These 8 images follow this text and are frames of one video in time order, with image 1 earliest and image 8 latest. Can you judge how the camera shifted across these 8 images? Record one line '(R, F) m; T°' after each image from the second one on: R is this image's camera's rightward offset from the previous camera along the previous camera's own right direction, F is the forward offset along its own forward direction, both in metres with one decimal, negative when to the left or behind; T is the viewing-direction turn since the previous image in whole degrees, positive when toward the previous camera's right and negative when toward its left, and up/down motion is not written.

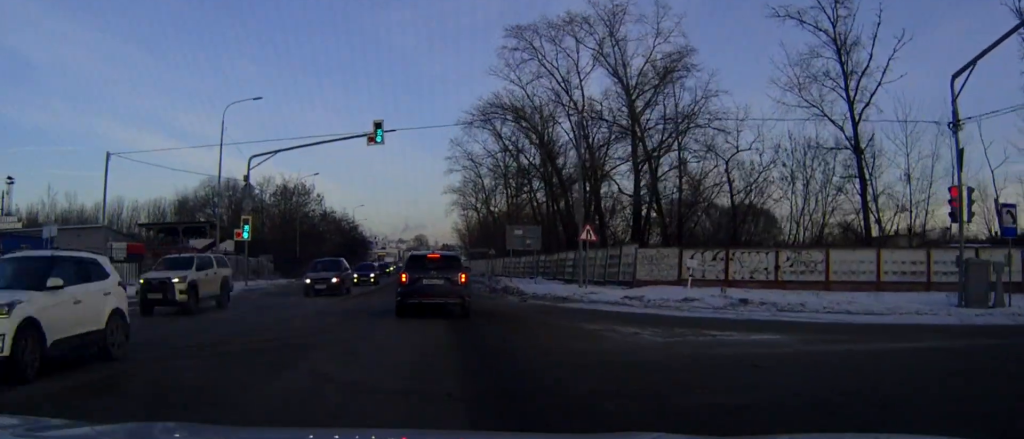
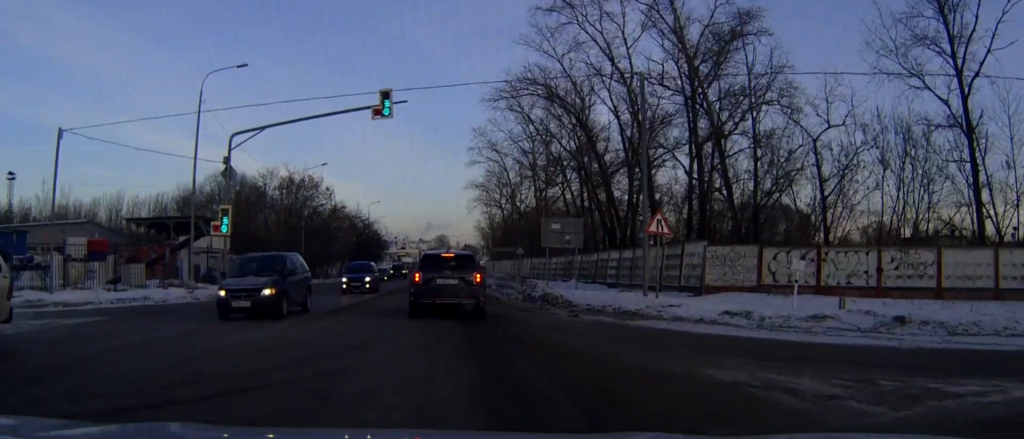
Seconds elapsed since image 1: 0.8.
(-0.2, +7.3) m; -1°
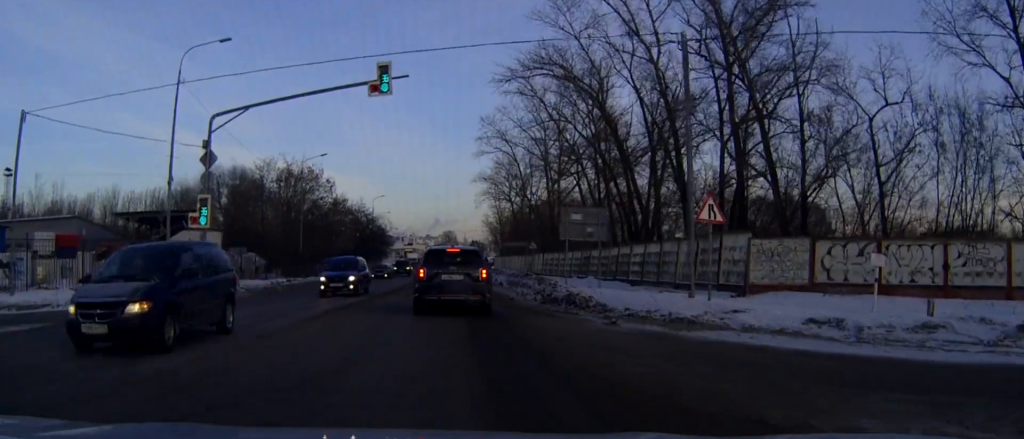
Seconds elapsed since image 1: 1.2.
(0.0, +3.9) m; 0°
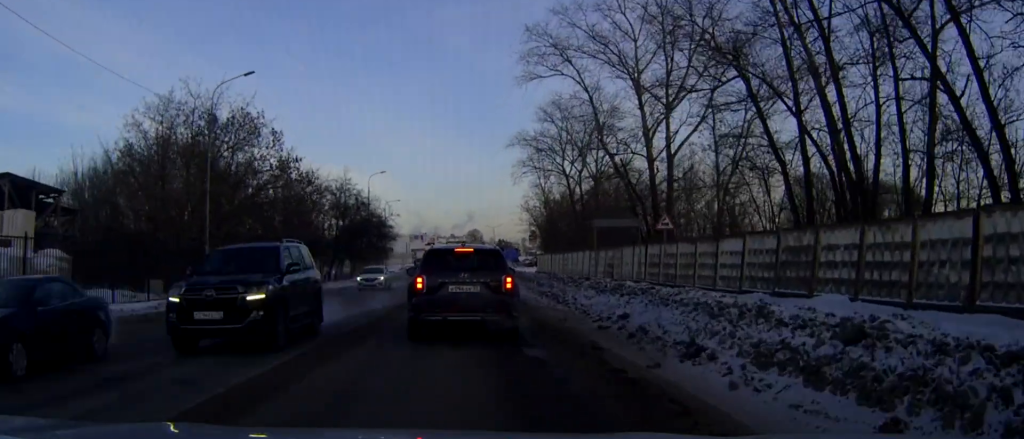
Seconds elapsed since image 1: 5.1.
(-0.7, +29.9) m; -3°
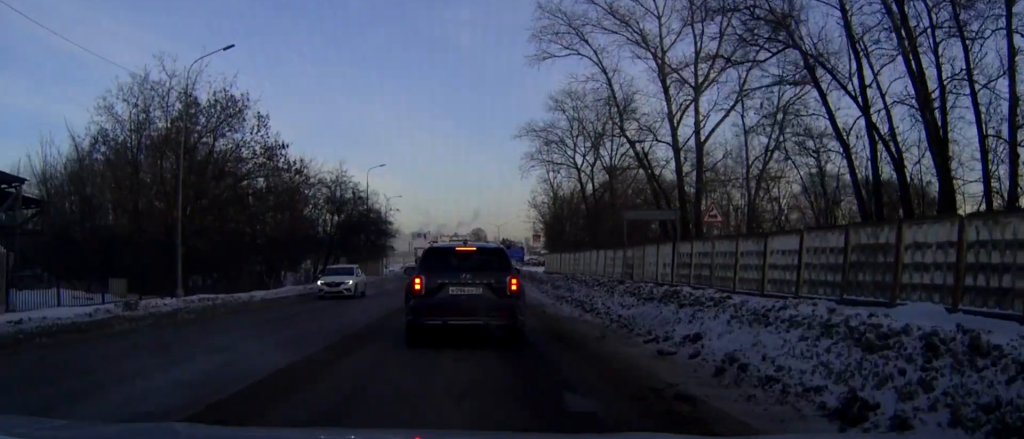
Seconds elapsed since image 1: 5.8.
(-0.1, +4.3) m; 0°
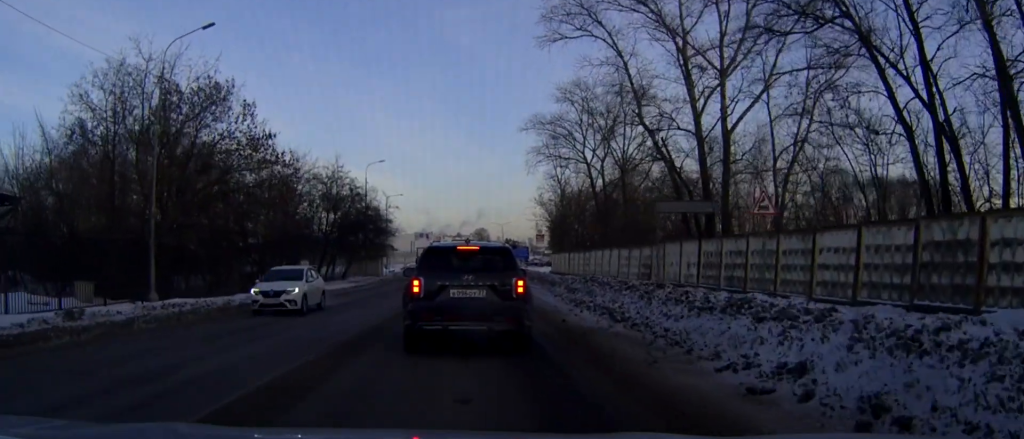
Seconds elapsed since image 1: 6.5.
(0.0, +3.2) m; 0°
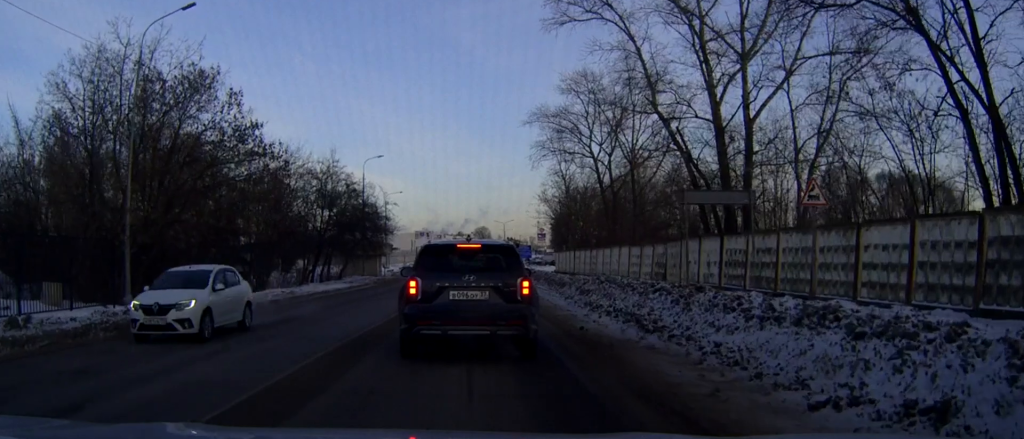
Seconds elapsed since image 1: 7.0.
(0.0, +2.4) m; +1°
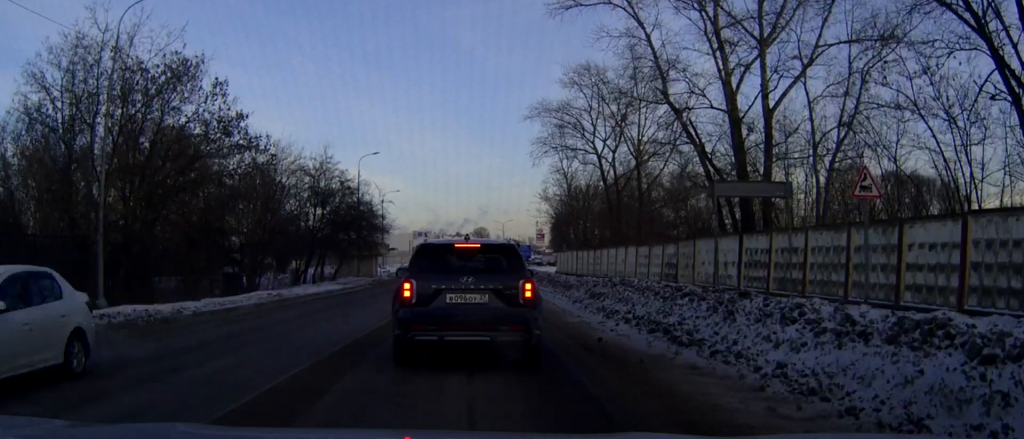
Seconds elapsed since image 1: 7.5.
(0.0, +2.0) m; 0°
